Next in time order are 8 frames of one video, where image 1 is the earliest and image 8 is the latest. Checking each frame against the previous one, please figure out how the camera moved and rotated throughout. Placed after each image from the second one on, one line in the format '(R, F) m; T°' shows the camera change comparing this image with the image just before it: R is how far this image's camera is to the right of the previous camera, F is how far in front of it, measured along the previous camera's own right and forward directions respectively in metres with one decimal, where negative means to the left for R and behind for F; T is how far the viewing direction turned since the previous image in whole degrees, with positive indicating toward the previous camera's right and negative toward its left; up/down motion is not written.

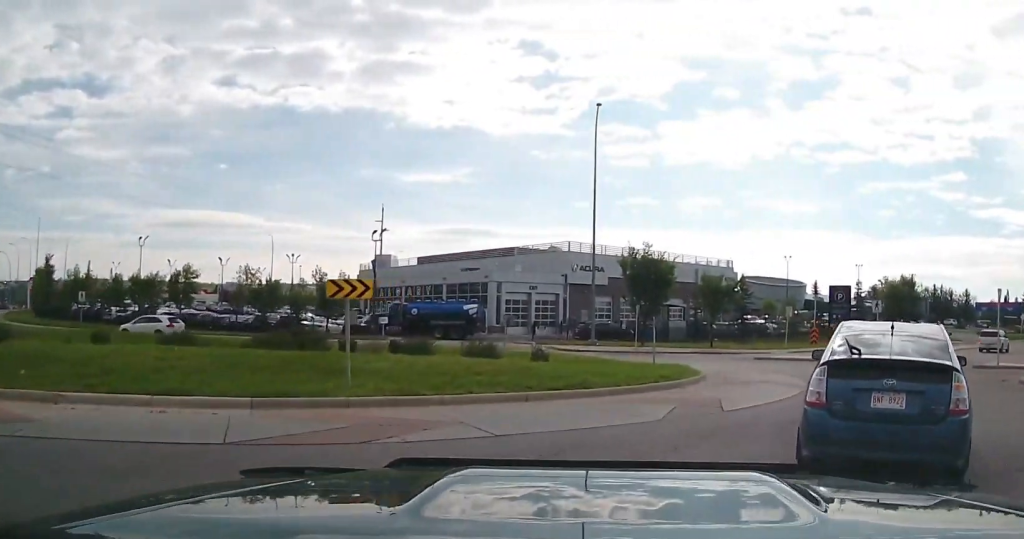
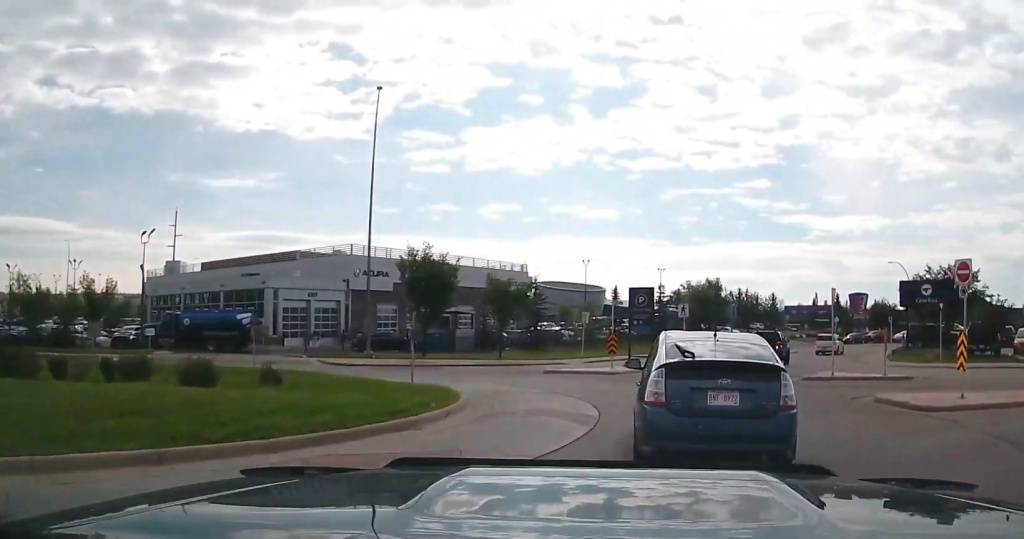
(+0.6, +4.4) m; +16°
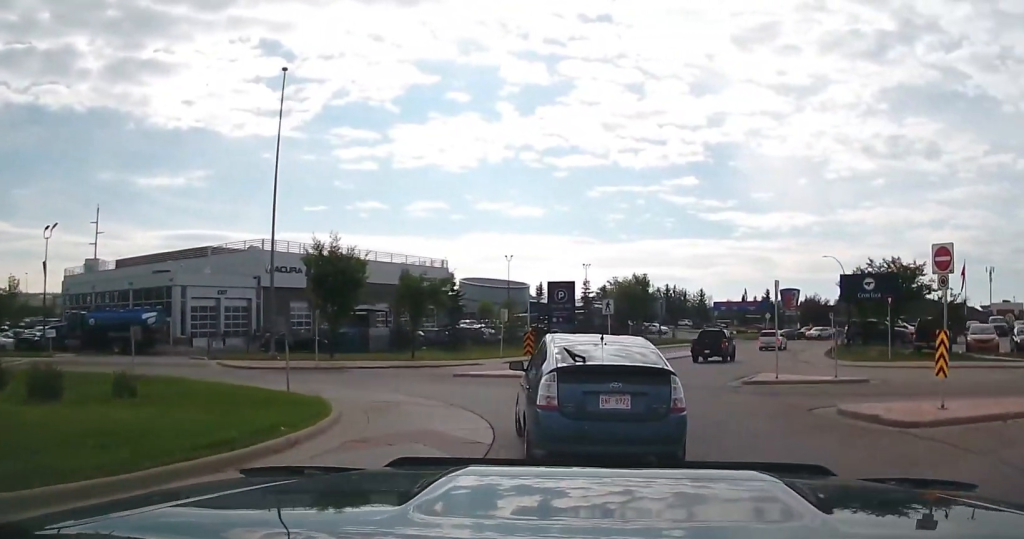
(0.0, +2.8) m; +9°
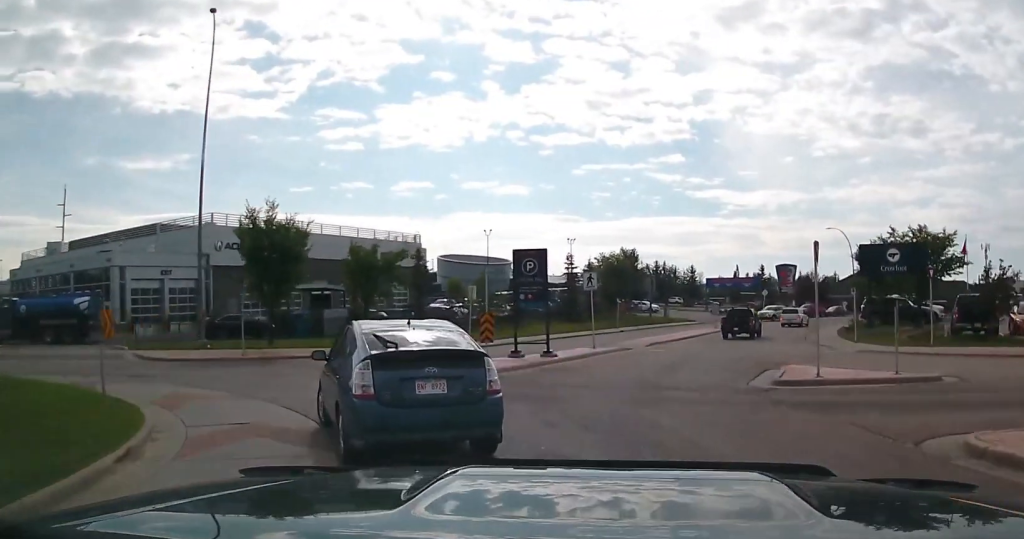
(+1.1, +5.5) m; +7°
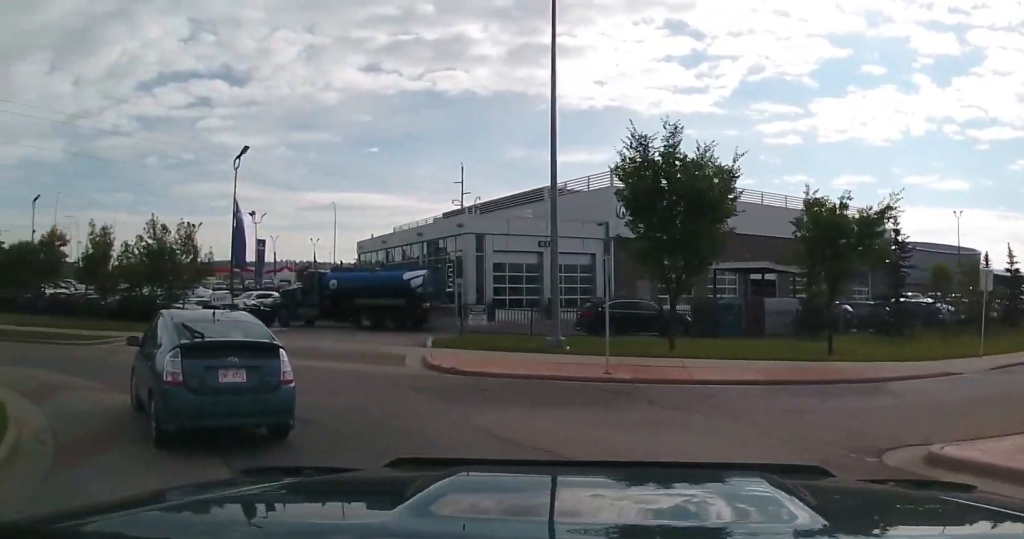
(-2.6, +12.5) m; -32°
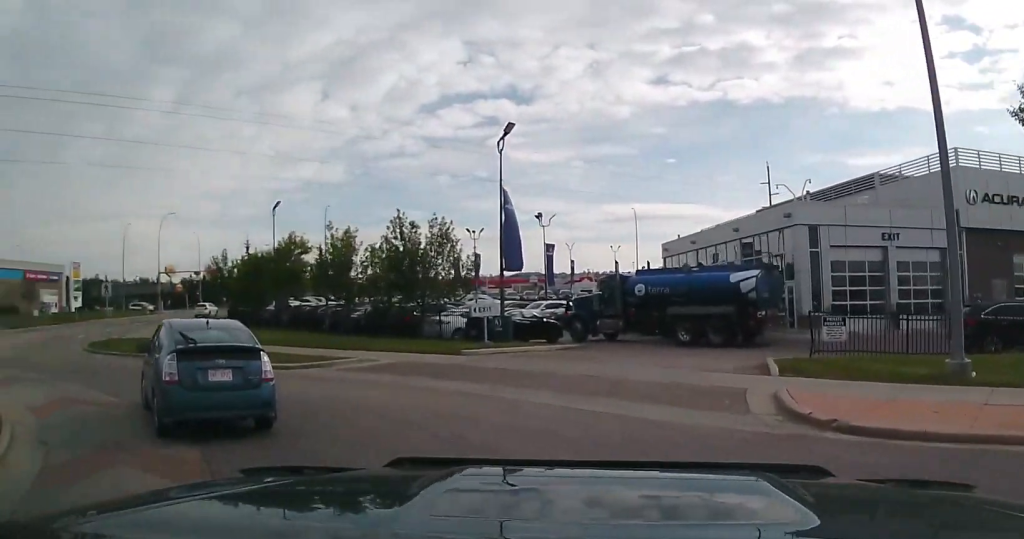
(-1.3, +6.4) m; -19°
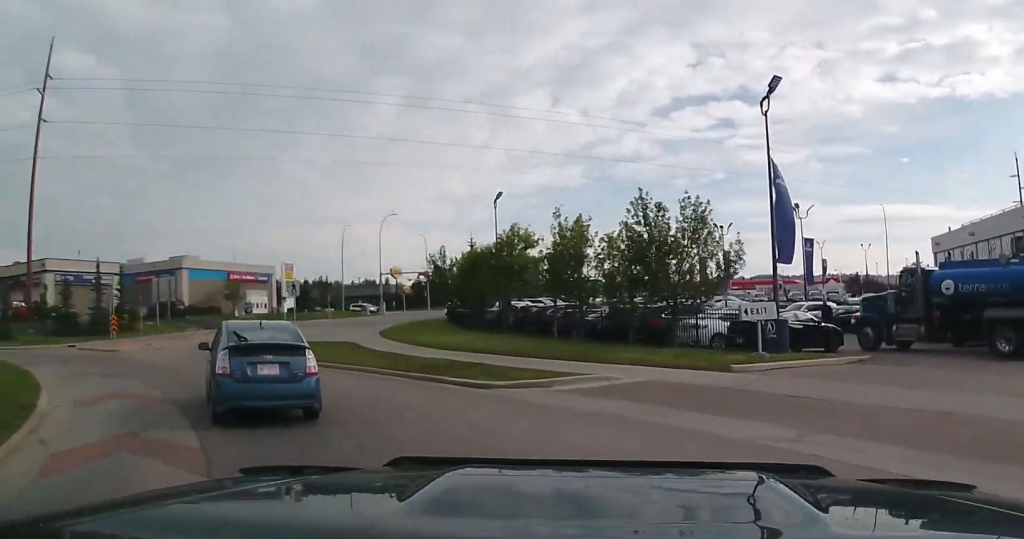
(-0.5, +4.7) m; -10°
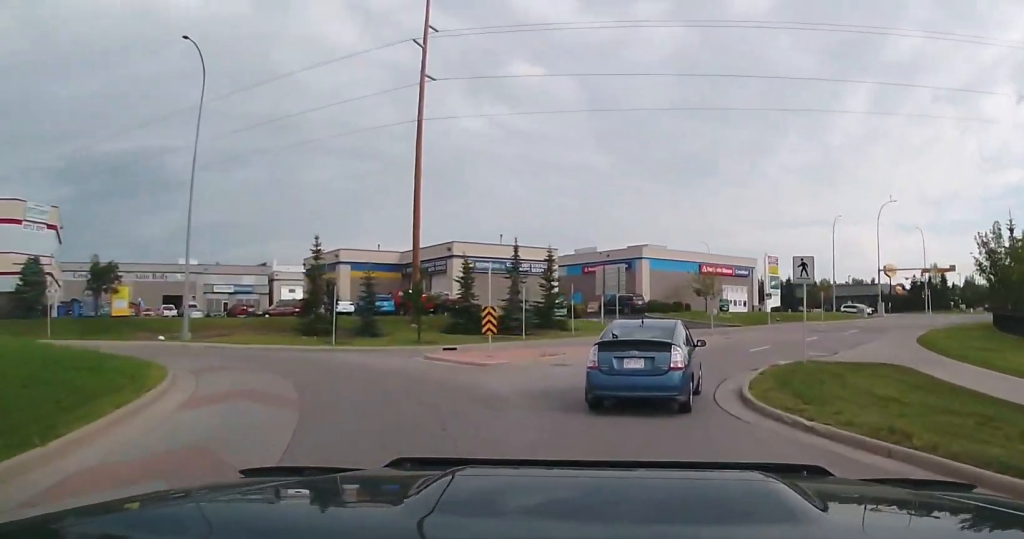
(-2.1, +11.8) m; -27°
